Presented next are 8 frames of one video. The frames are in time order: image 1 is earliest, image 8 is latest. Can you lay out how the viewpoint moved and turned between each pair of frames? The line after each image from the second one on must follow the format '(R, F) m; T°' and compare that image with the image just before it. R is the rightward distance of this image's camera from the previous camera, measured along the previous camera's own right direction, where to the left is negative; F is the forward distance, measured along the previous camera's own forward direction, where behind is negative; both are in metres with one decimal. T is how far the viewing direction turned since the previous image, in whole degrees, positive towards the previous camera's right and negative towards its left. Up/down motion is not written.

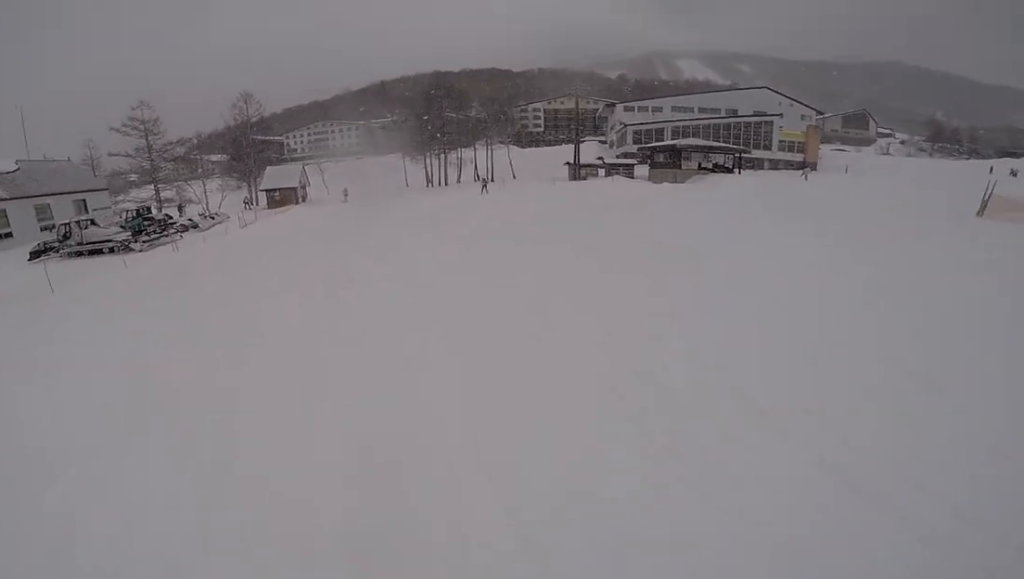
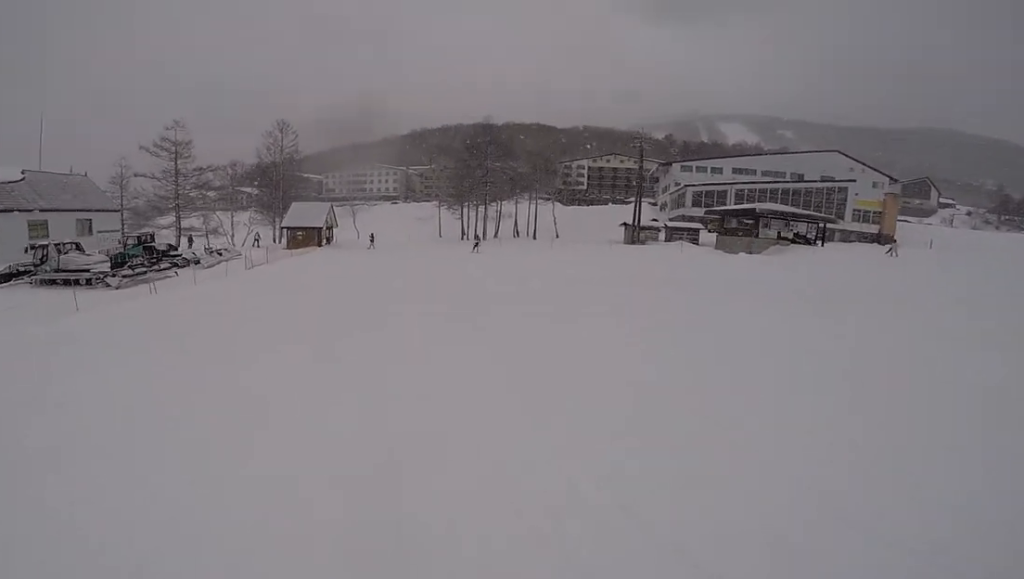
(-0.1, +4.6) m; -3°
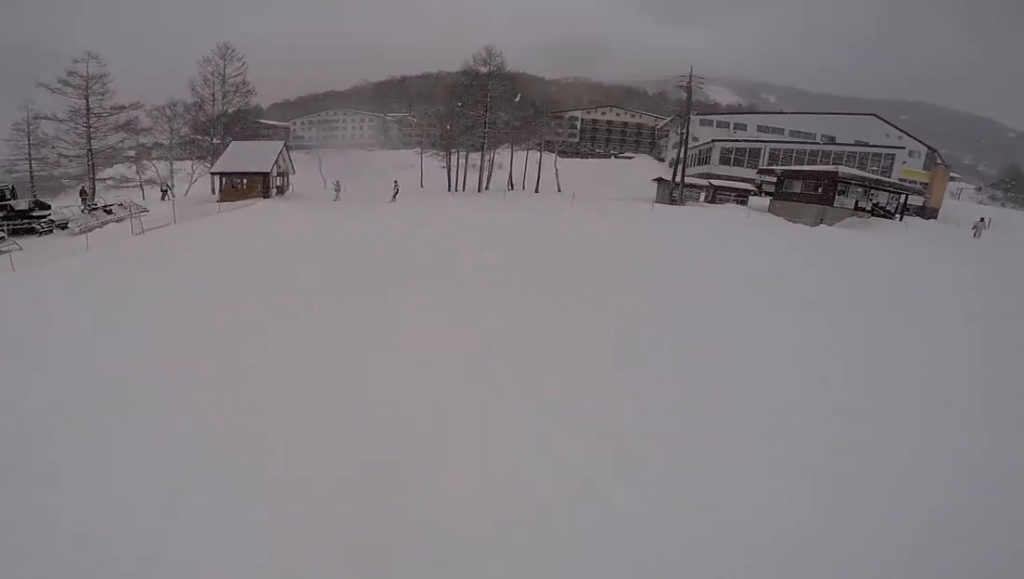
(-0.4, +7.7) m; -3°
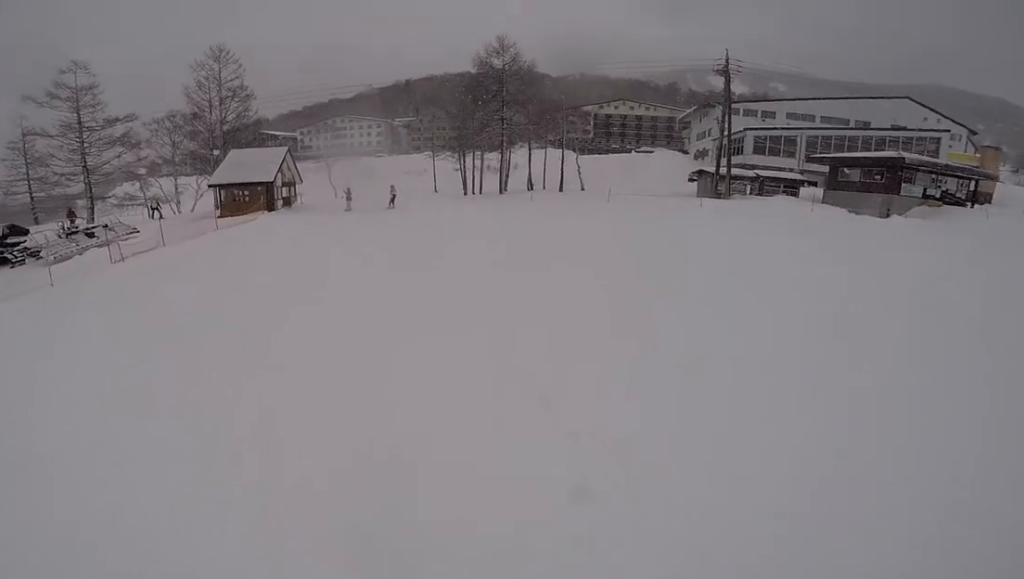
(0.0, +2.5) m; 0°
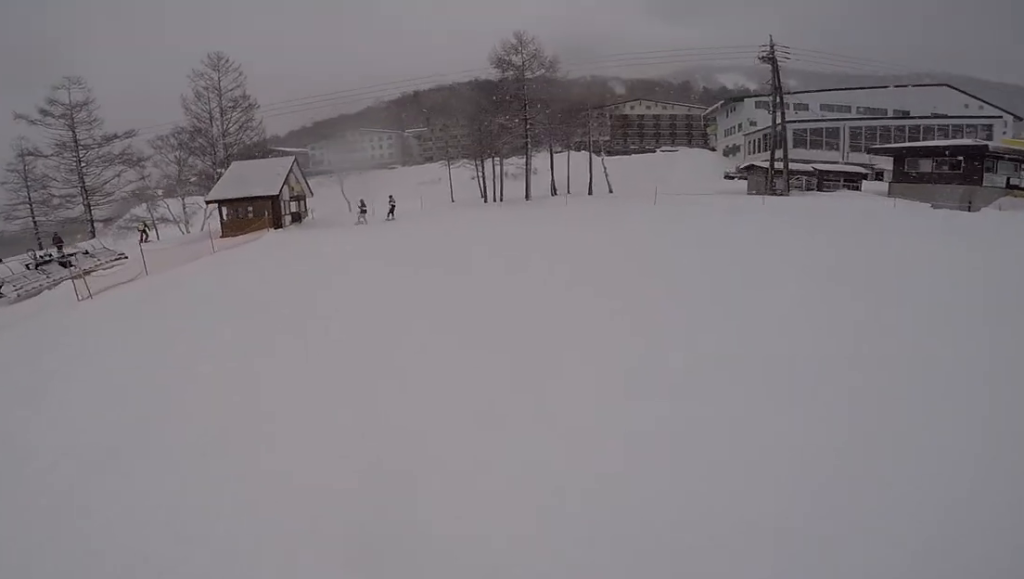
(0.0, +2.3) m; 0°
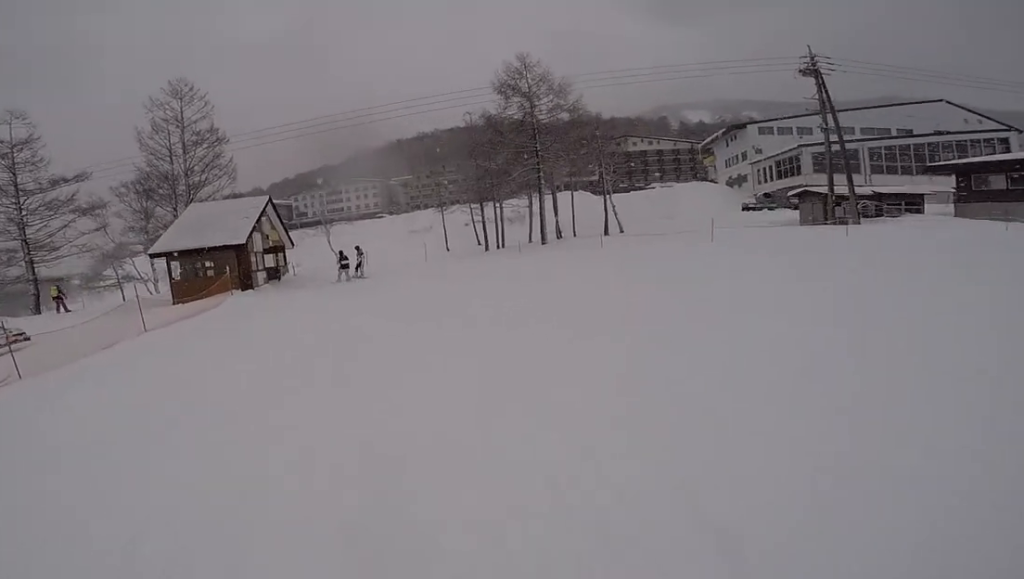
(0.0, +4.2) m; -1°
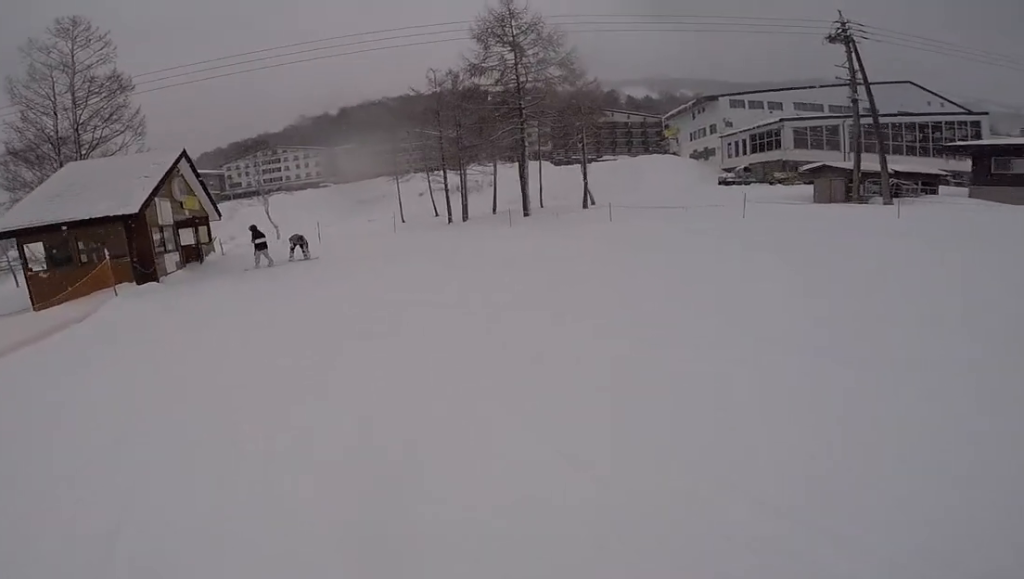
(0.0, +4.2) m; -1°
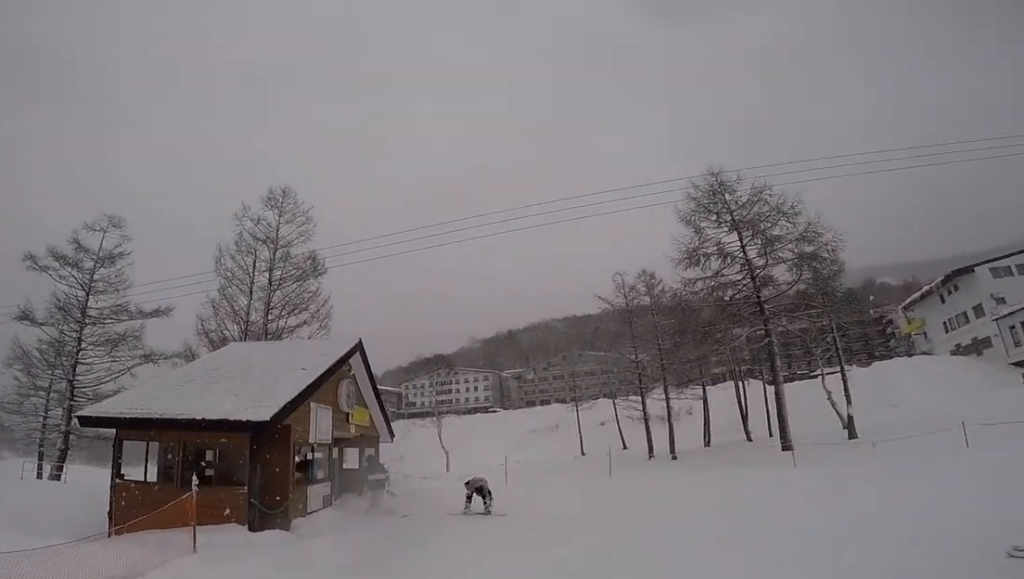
(-0.2, +4.5) m; -4°
